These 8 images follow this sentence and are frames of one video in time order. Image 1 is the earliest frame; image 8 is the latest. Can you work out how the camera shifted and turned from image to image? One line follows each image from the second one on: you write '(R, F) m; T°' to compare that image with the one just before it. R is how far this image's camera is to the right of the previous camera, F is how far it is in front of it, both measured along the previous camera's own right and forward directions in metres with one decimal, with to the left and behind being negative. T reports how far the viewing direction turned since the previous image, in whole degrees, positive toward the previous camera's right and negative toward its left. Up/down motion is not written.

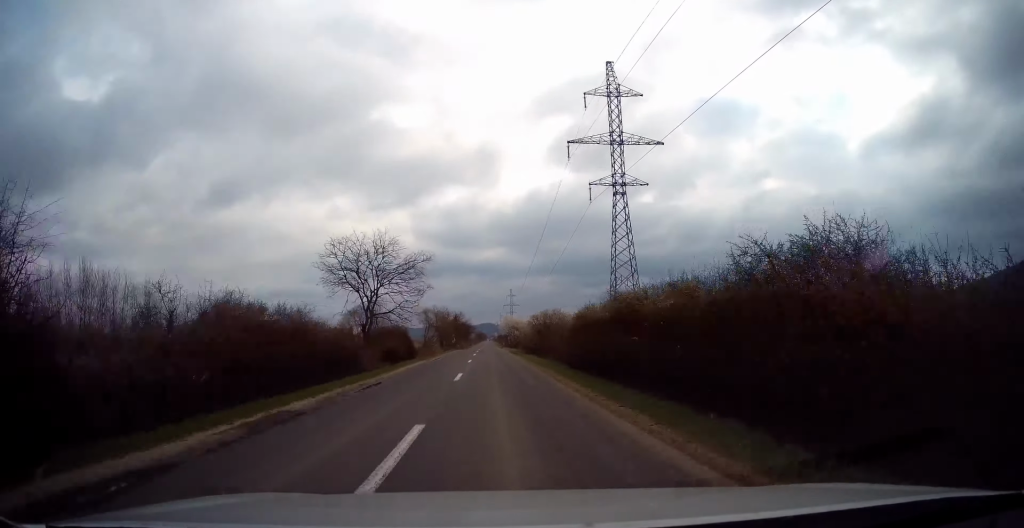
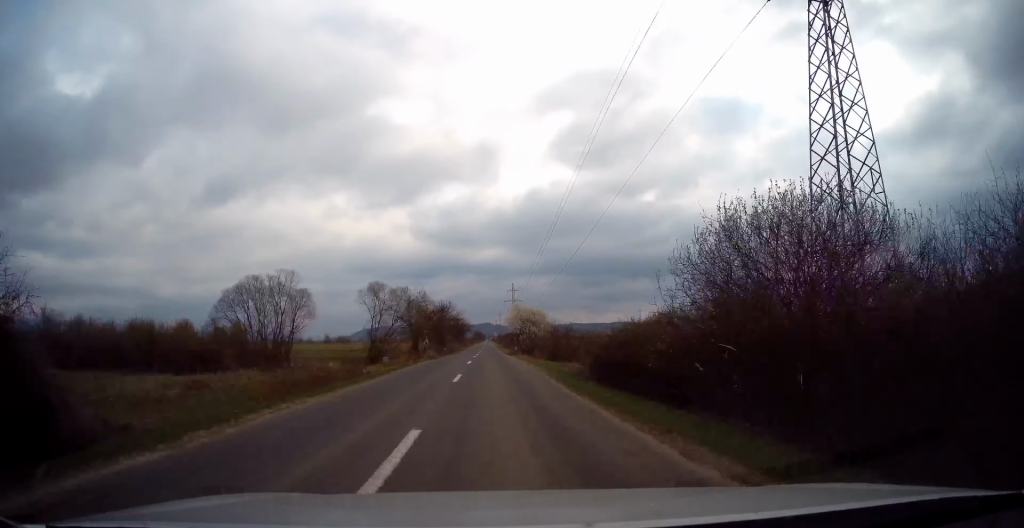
(+0.2, +35.7) m; -1°
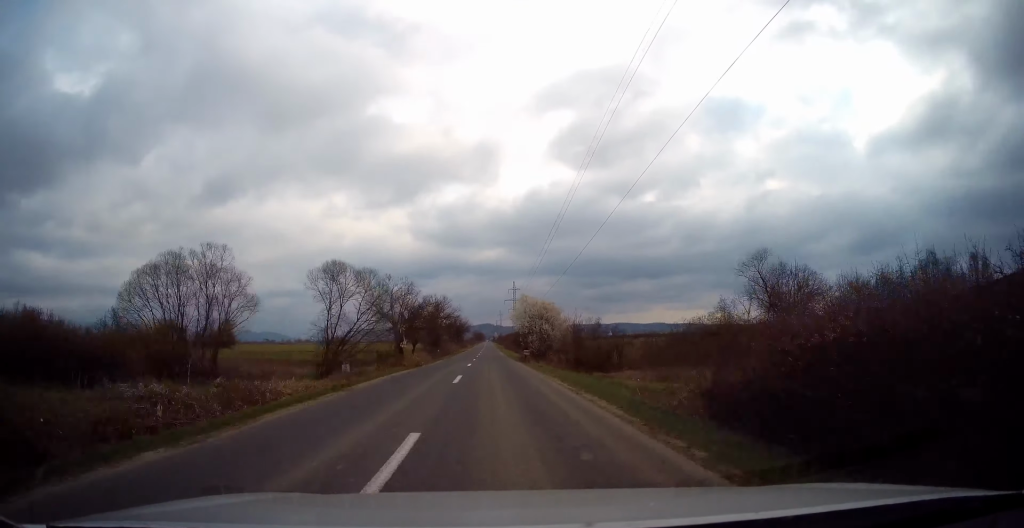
(-0.1, +11.8) m; 0°
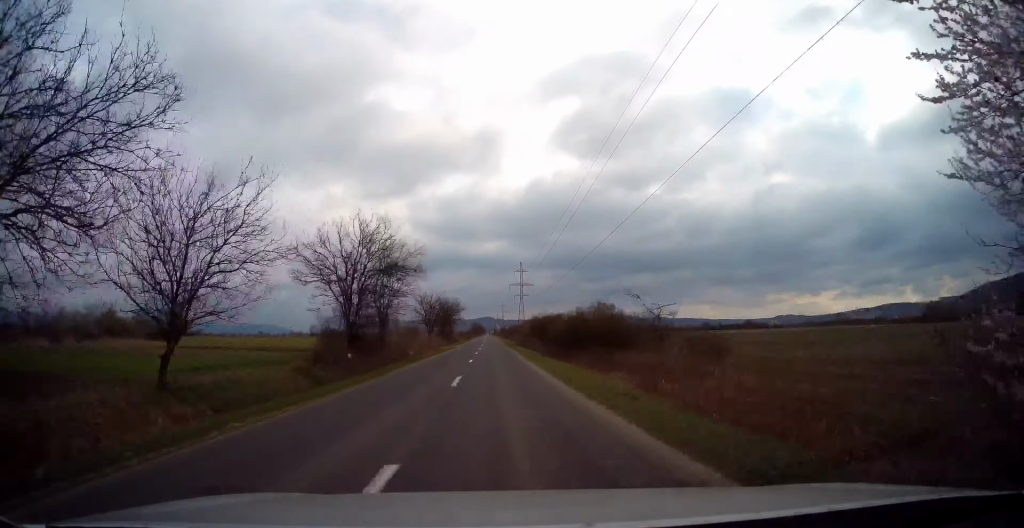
(+1.4, +49.5) m; +2°
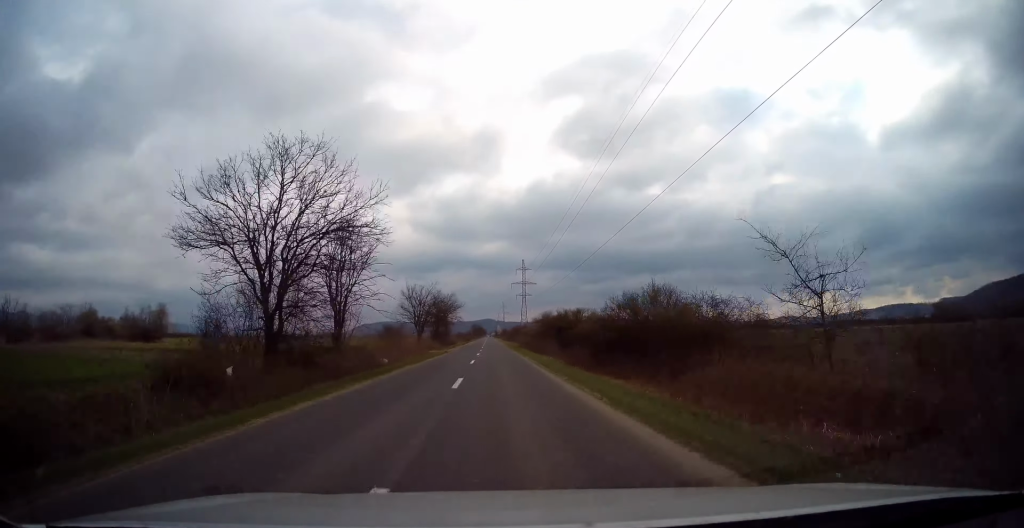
(-0.3, +12.8) m; -1°
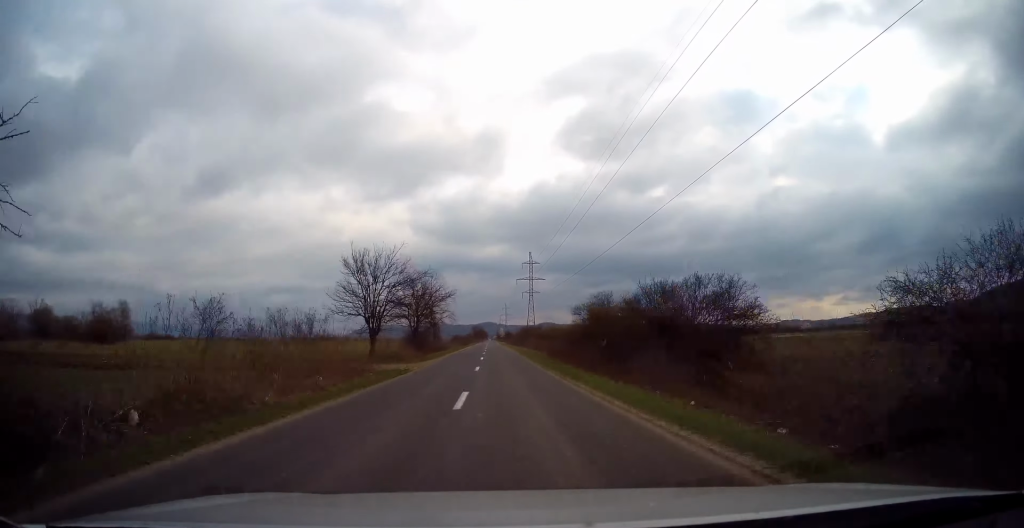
(-0.4, +27.5) m; 0°
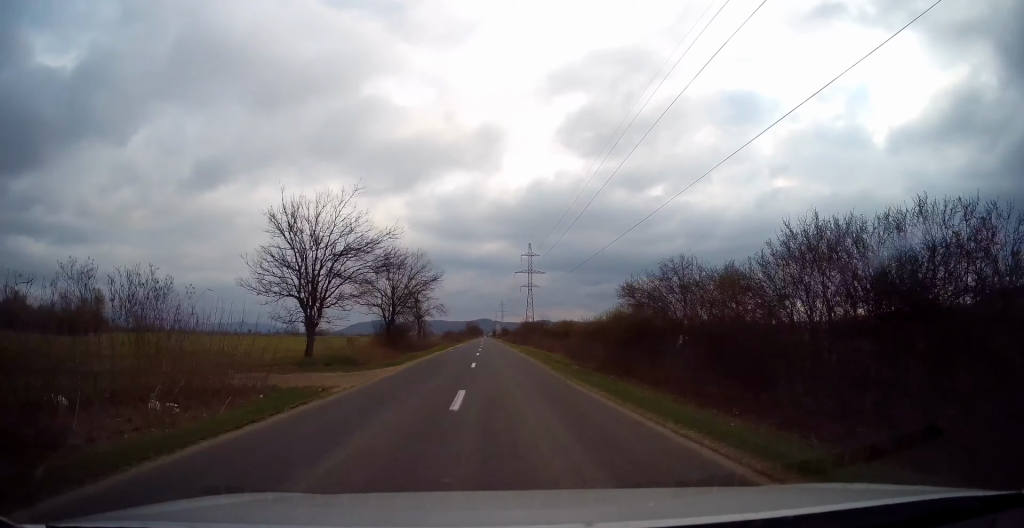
(0.0, +13.0) m; 0°
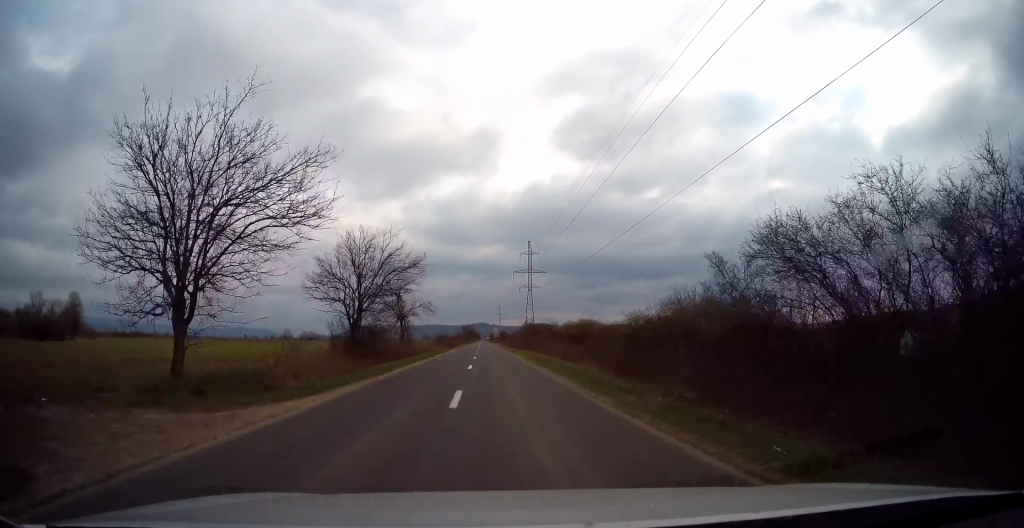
(+0.1, +11.3) m; 0°
